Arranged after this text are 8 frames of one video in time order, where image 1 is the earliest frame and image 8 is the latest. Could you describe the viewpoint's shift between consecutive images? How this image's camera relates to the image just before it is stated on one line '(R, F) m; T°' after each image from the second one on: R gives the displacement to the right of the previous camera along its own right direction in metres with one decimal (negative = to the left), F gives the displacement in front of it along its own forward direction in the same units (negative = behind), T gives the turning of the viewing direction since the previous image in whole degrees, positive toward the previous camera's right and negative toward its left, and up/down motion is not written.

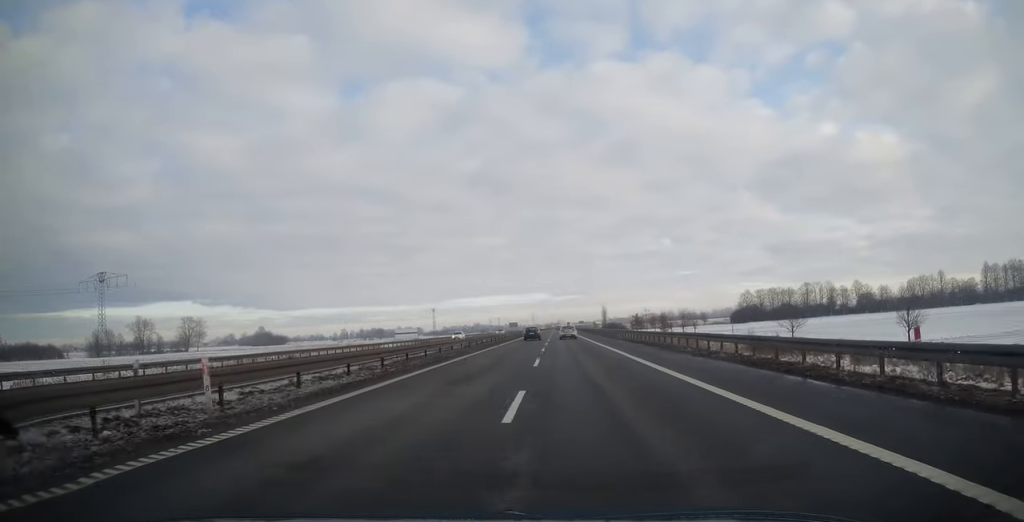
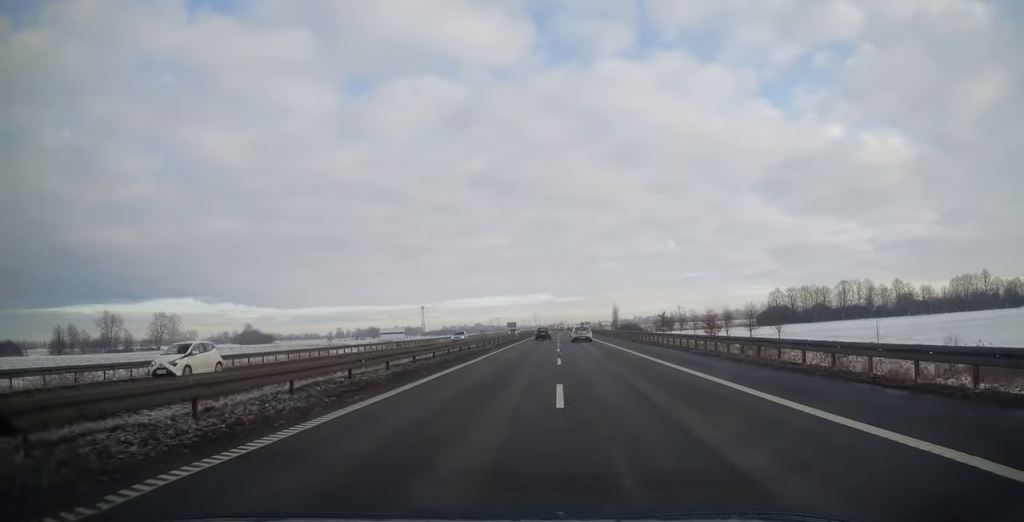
(-0.2, +35.8) m; 0°
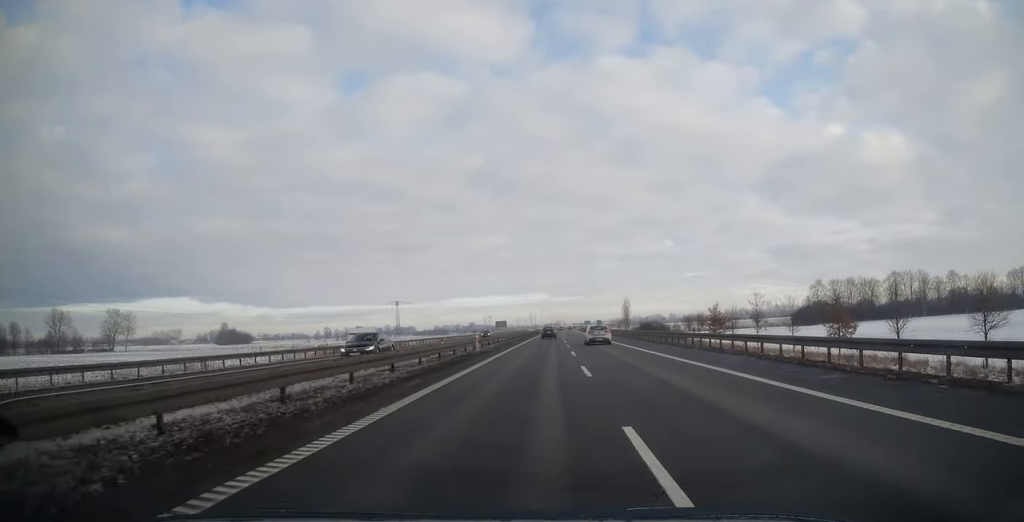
(+0.2, +41.6) m; 0°
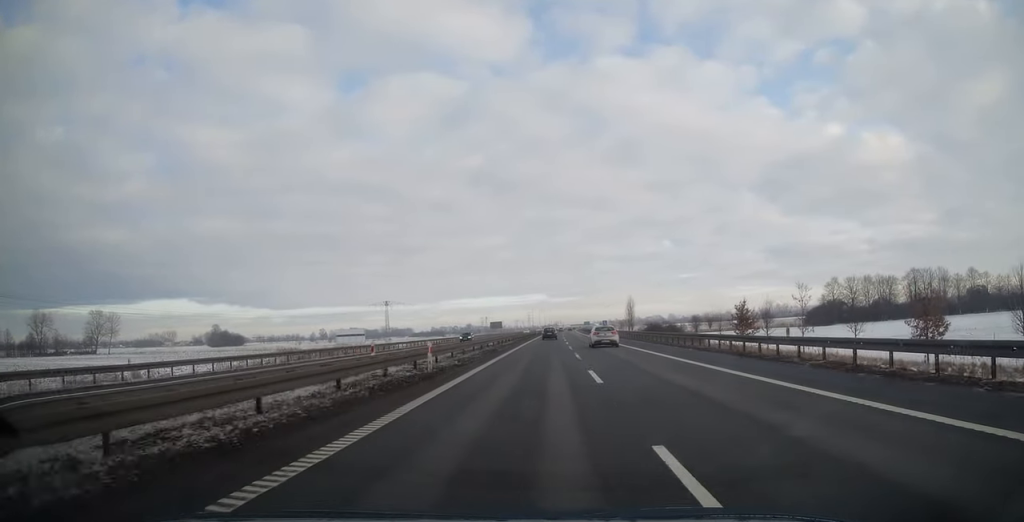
(-0.1, +12.6) m; 0°
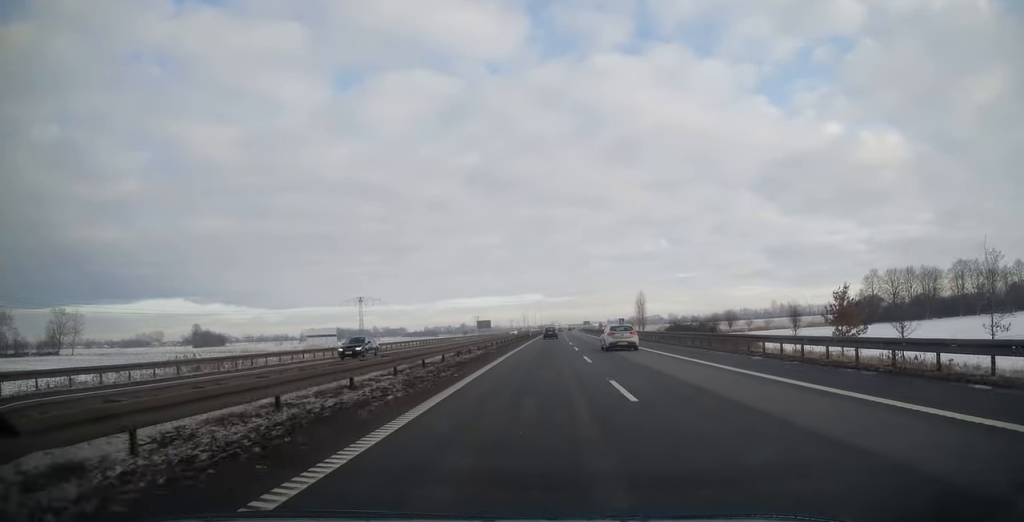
(0.0, +25.2) m; 0°
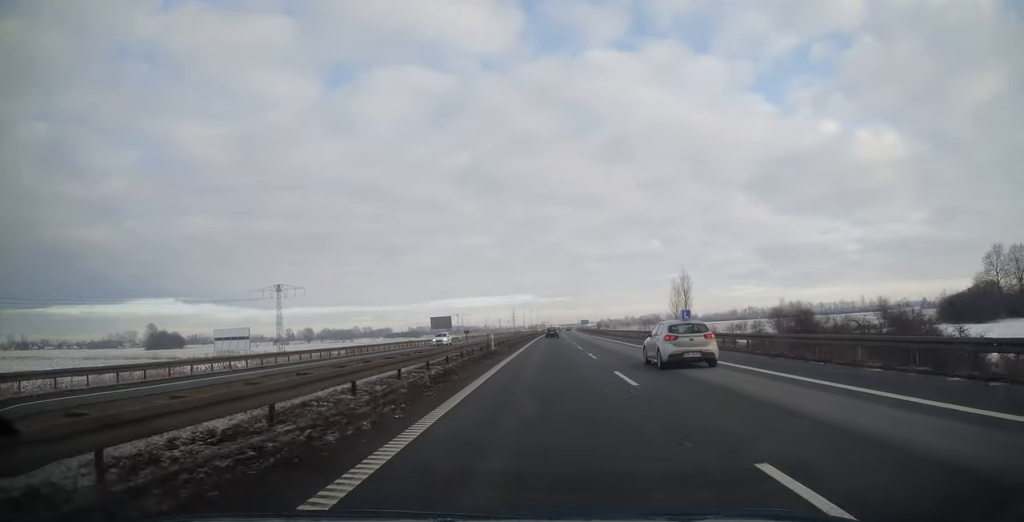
(+0.8, +51.1) m; +1°
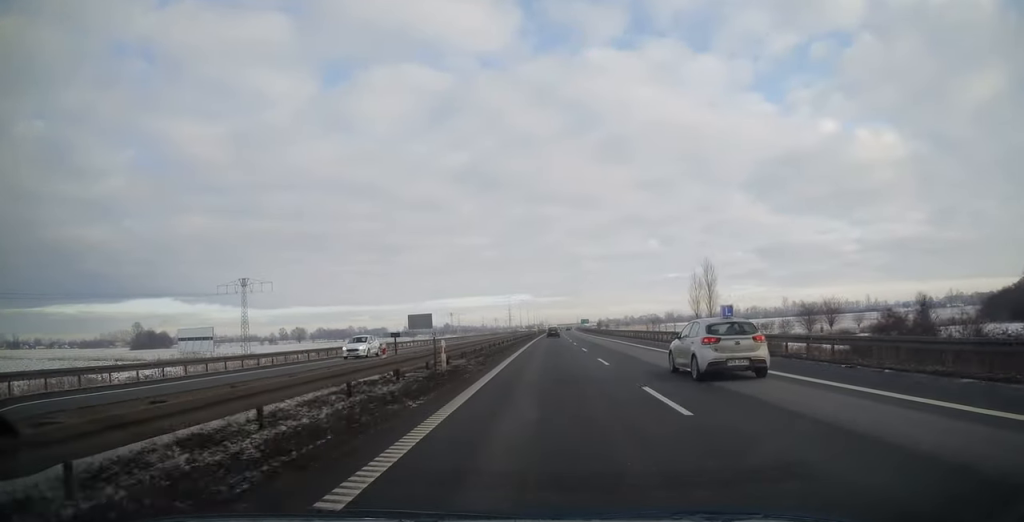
(+0.1, +16.7) m; 0°
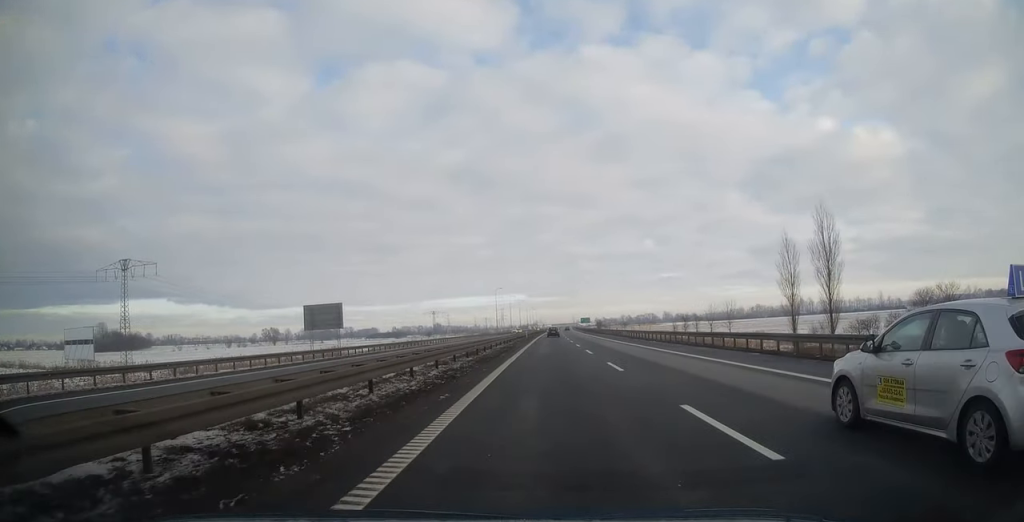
(0.0, +43.3) m; 0°
